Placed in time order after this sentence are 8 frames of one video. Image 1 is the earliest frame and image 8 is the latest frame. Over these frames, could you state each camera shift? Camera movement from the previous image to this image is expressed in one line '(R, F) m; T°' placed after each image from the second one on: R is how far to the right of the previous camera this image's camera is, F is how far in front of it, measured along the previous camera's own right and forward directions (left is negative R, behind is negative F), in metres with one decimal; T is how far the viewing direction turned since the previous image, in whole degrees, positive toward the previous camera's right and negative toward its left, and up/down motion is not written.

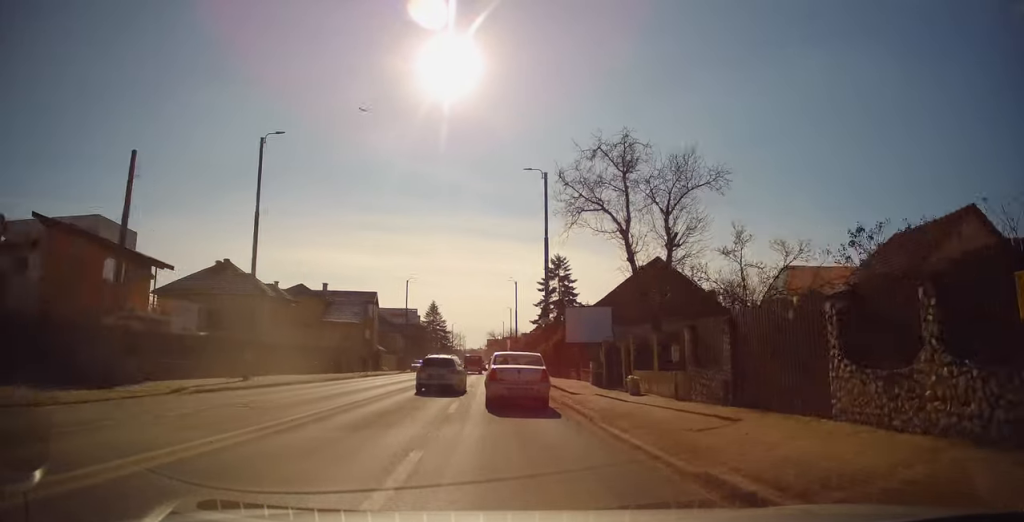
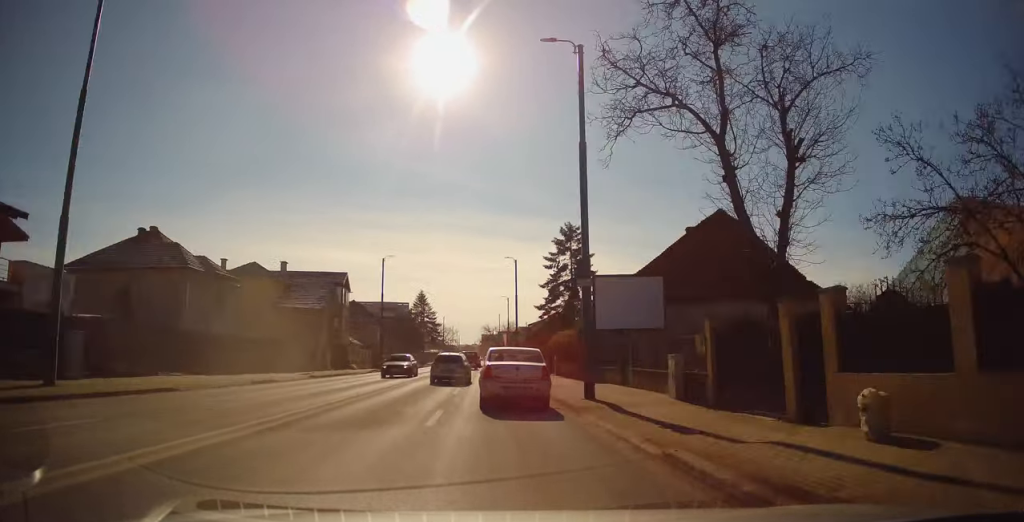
(+0.3, +11.7) m; +1°
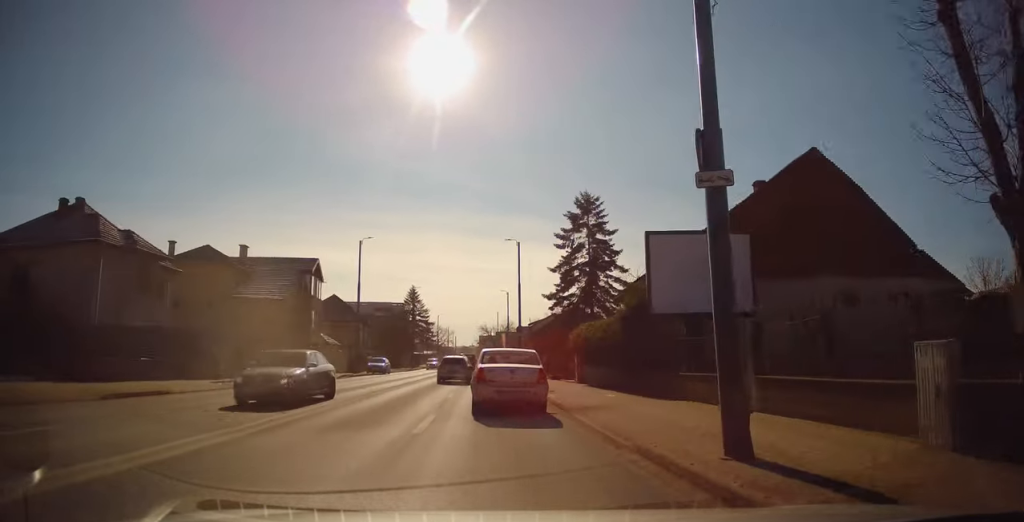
(0.0, +9.1) m; -1°
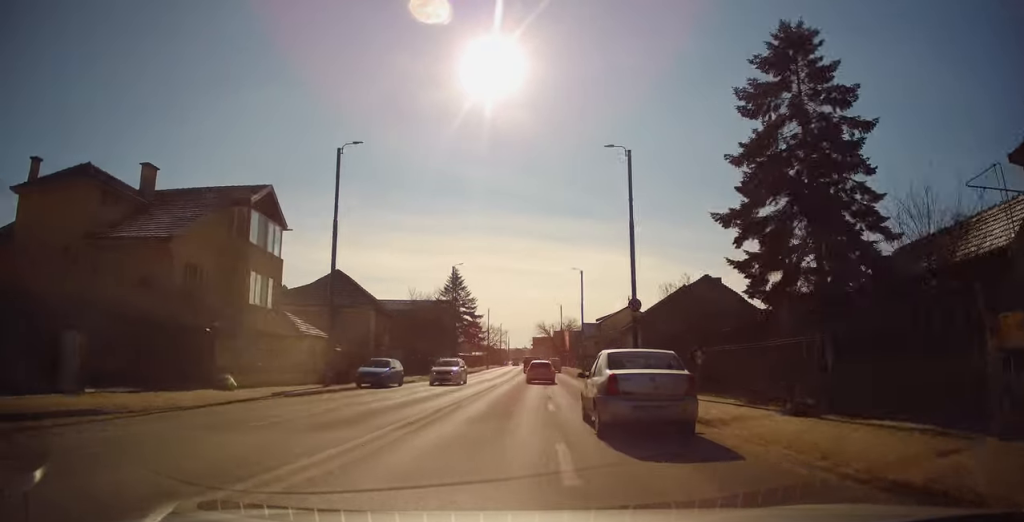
(-0.7, +21.3) m; -3°
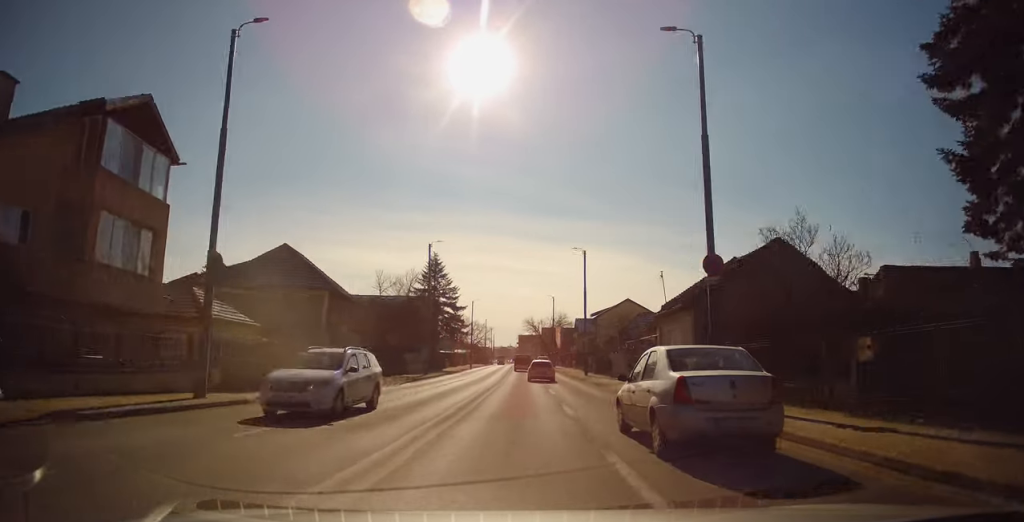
(-0.1, +9.9) m; 0°
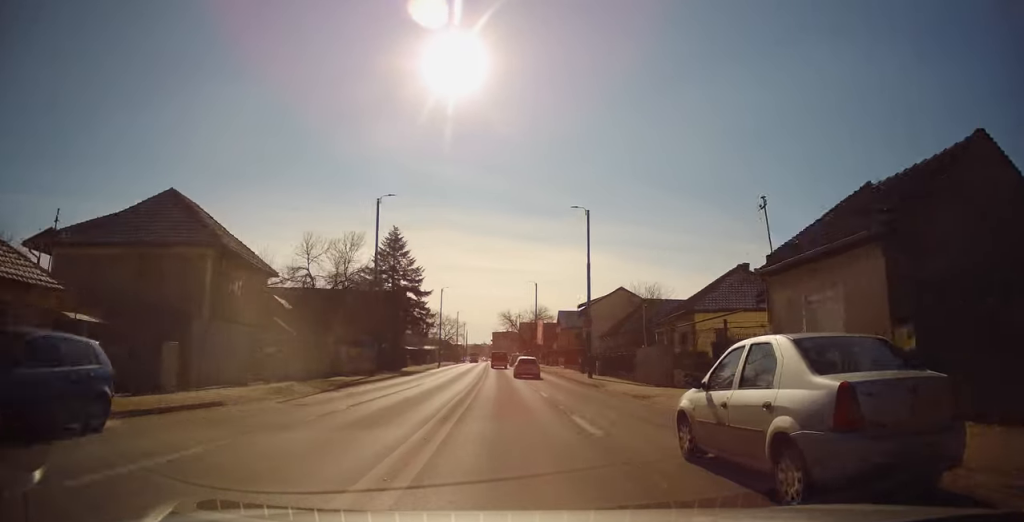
(0.0, +12.4) m; +1°
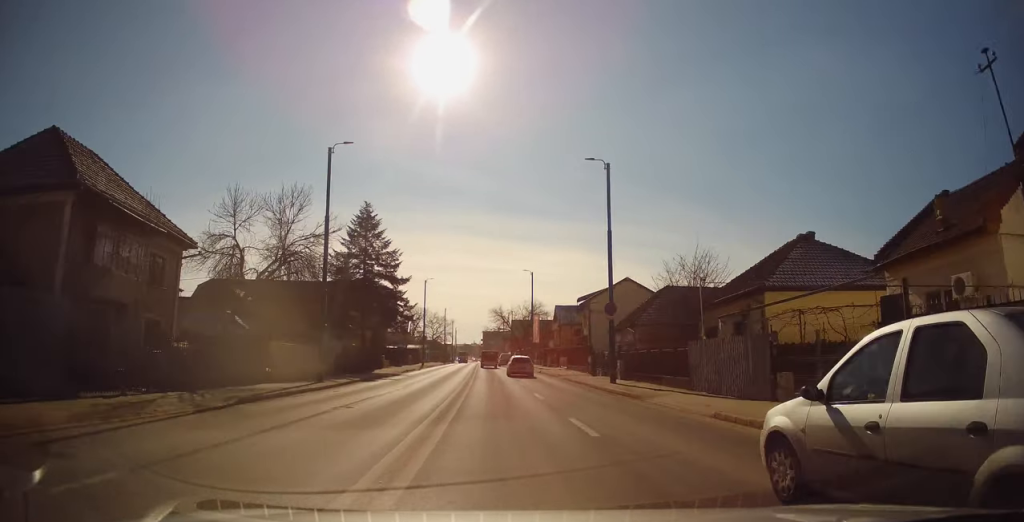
(+0.2, +8.8) m; +1°
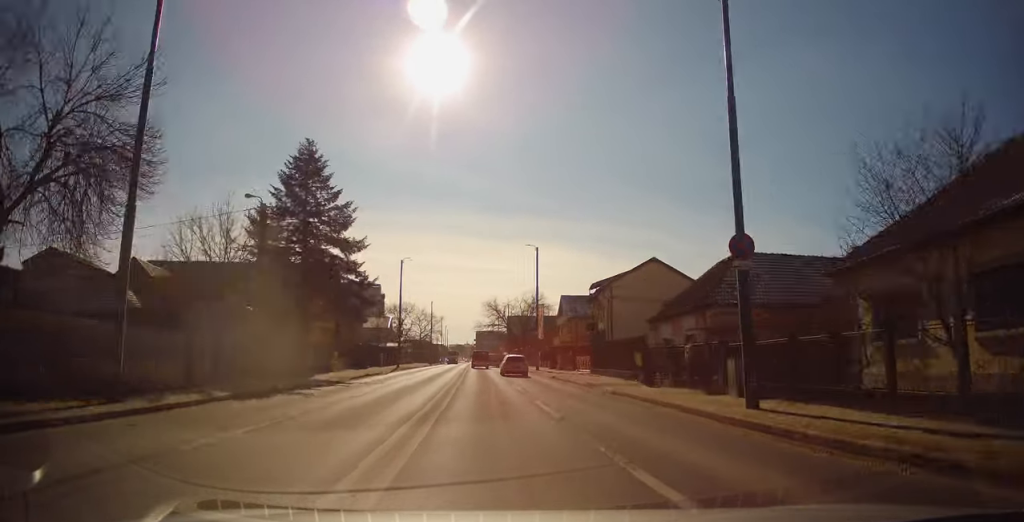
(+0.3, +14.2) m; +1°
